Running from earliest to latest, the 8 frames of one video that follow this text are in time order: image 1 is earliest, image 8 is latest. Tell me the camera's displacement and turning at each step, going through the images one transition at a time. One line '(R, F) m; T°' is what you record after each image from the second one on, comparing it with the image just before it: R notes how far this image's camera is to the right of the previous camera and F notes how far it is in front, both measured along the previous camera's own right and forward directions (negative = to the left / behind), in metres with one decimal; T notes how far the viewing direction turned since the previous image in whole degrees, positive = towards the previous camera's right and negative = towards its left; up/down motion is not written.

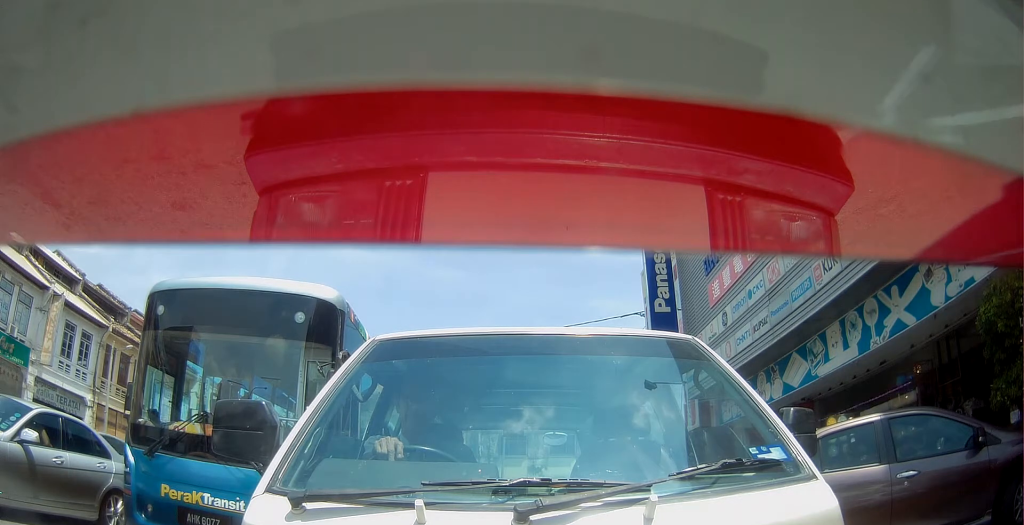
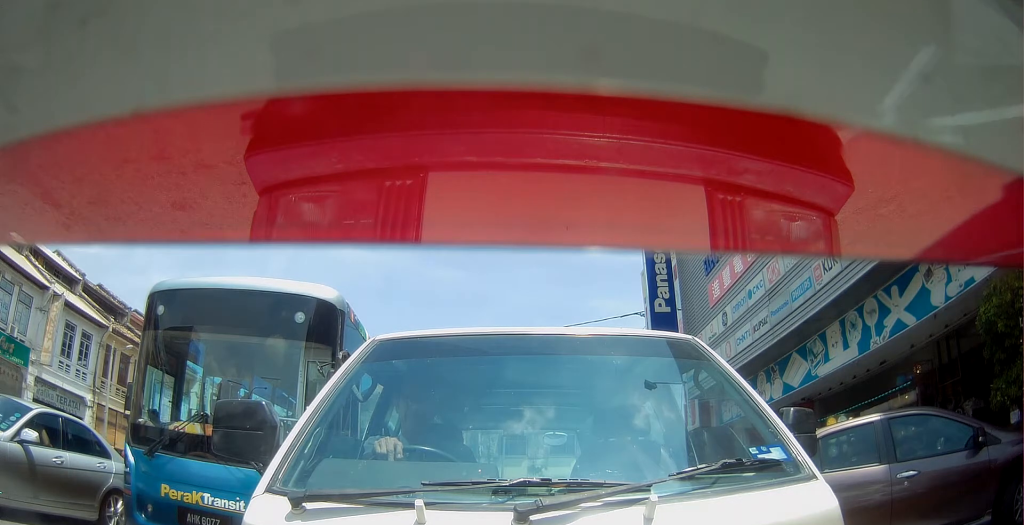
(0.0, 0.0) m; 0°
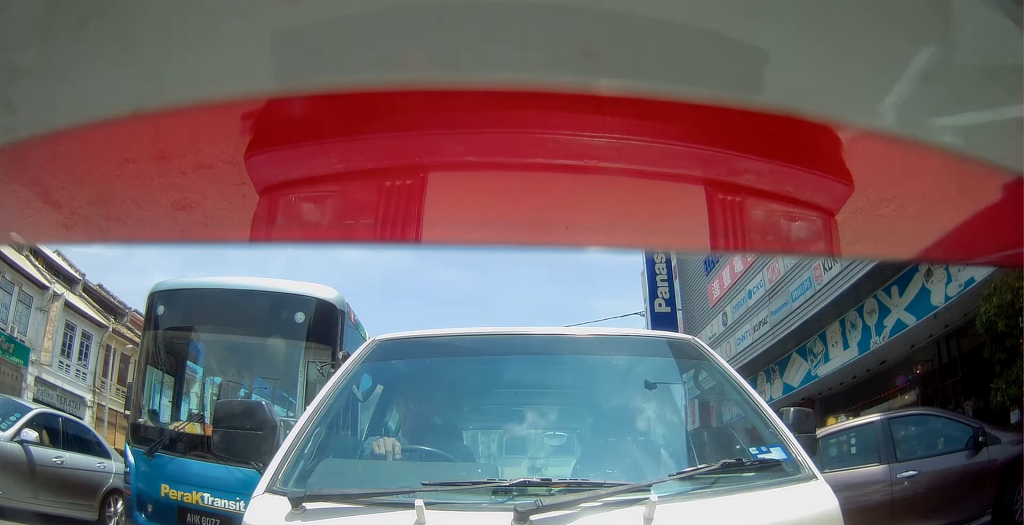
(0.0, 0.0) m; 0°
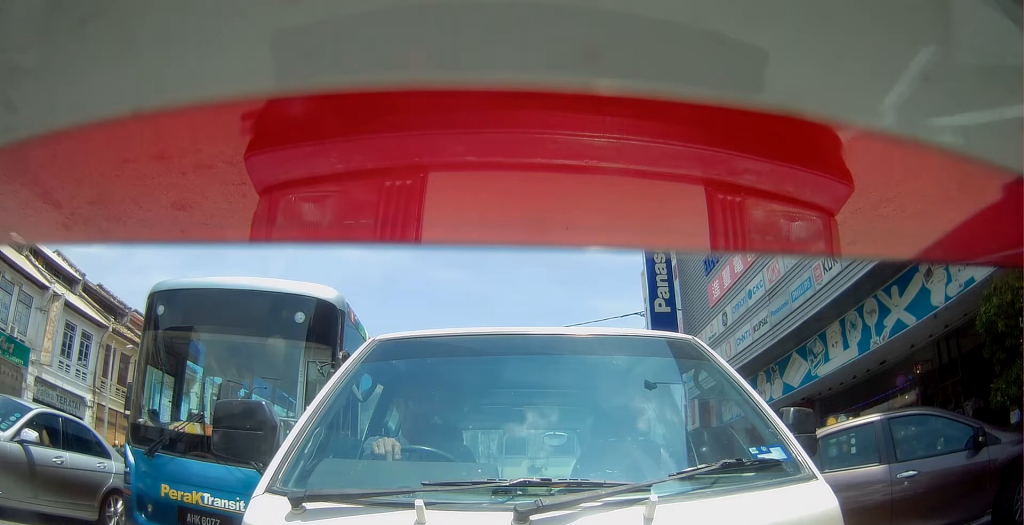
(0.0, 0.0) m; 0°
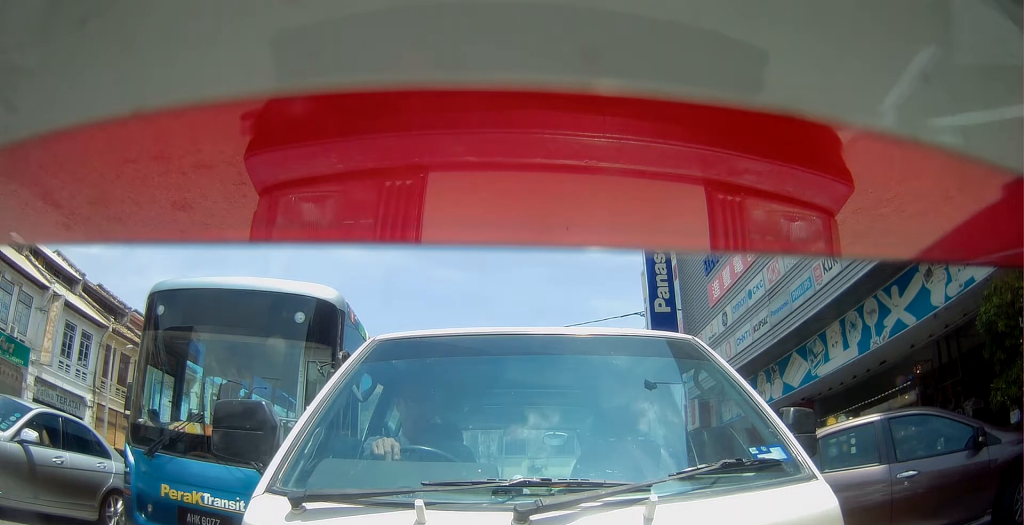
(0.0, 0.0) m; 0°
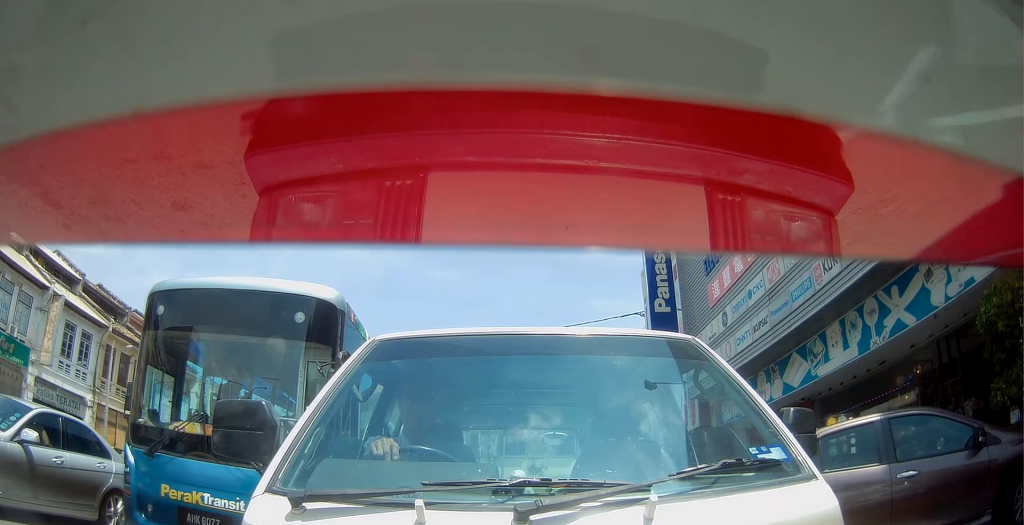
(0.0, 0.0) m; 0°
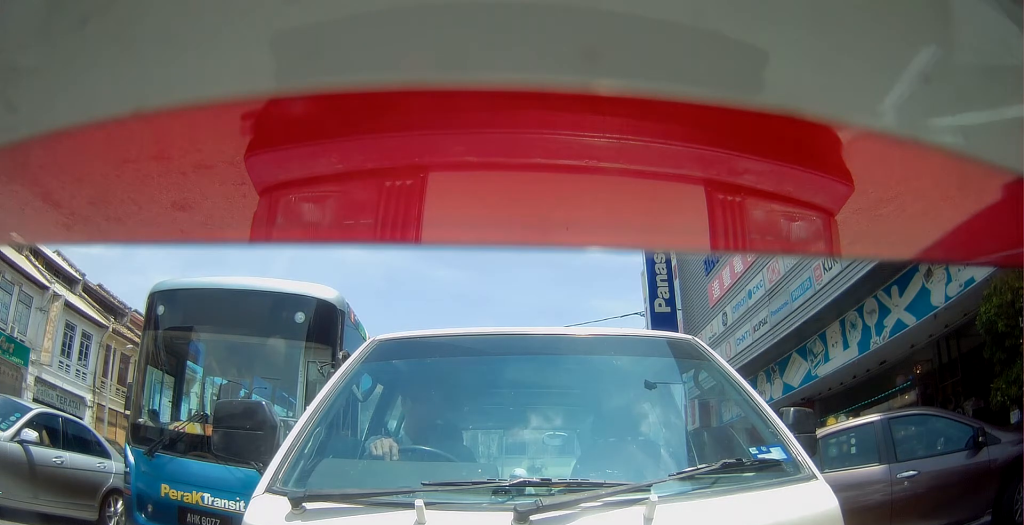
(0.0, 0.0) m; 0°
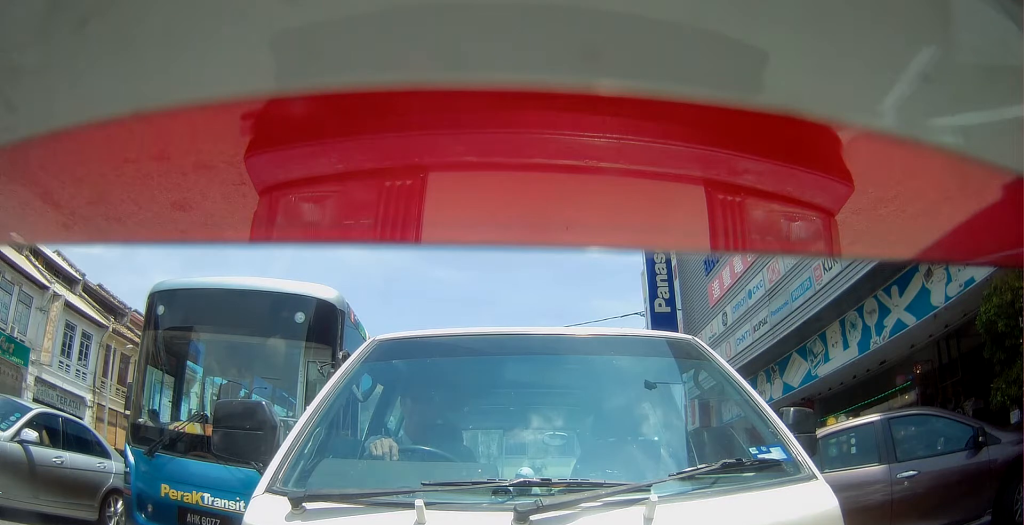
(0.0, 0.0) m; 0°
